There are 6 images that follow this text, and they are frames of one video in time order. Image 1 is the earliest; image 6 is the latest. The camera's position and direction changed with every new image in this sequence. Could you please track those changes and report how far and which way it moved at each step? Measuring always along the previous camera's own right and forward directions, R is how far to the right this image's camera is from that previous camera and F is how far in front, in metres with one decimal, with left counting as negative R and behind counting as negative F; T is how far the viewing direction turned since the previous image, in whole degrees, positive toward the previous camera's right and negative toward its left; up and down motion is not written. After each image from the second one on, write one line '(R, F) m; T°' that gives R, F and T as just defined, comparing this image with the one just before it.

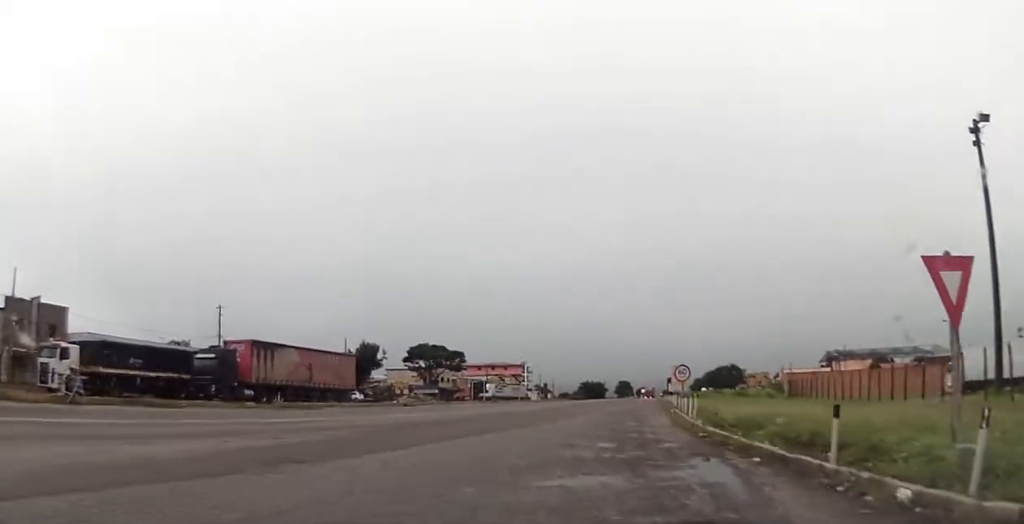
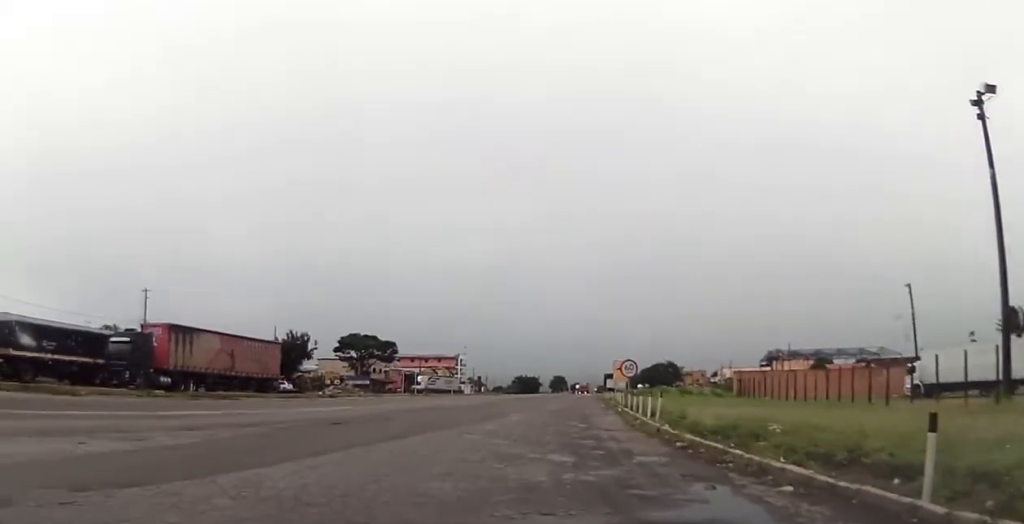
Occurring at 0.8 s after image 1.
(+0.3, +3.2) m; +8°
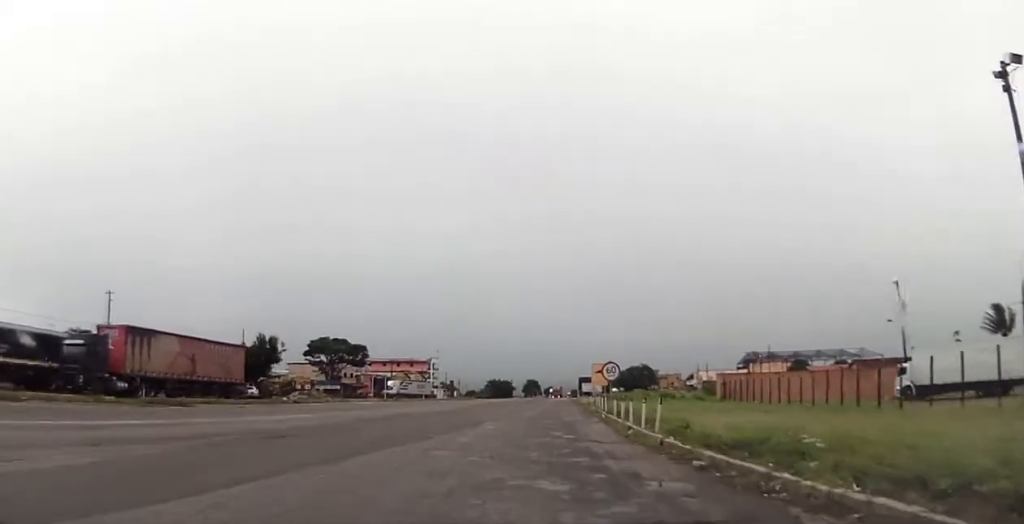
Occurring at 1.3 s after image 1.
(+0.2, +2.4) m; +6°
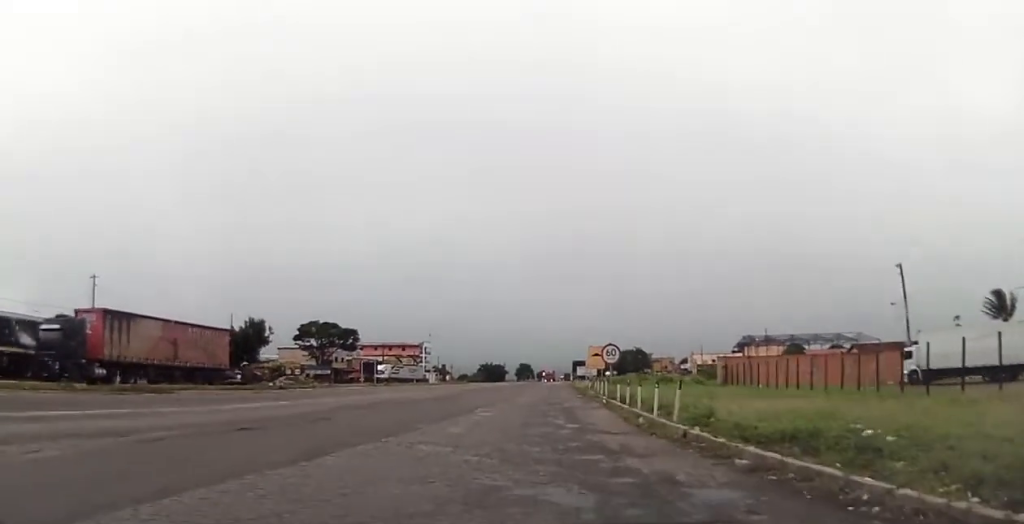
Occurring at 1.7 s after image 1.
(0.0, +1.7) m; +4°
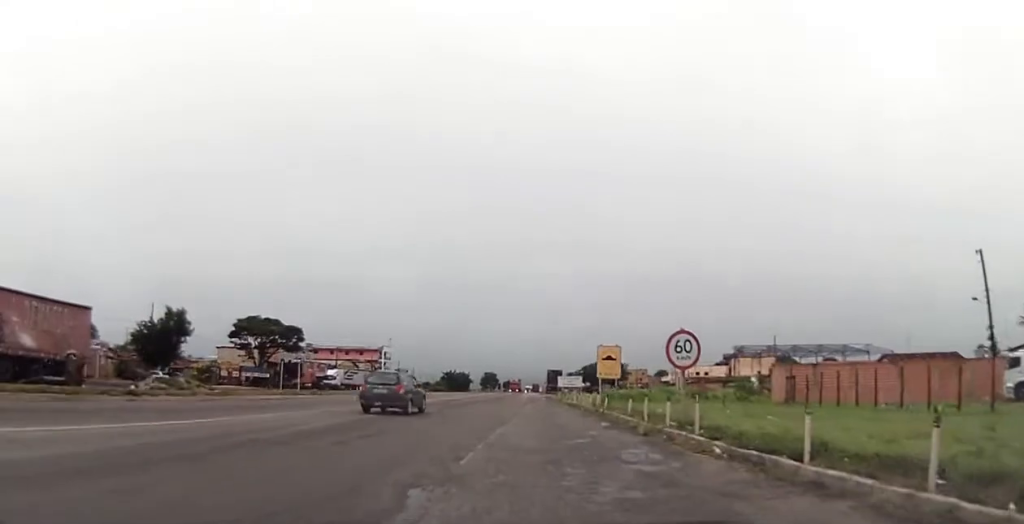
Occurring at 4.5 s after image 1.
(+0.6, +14.5) m; +6°
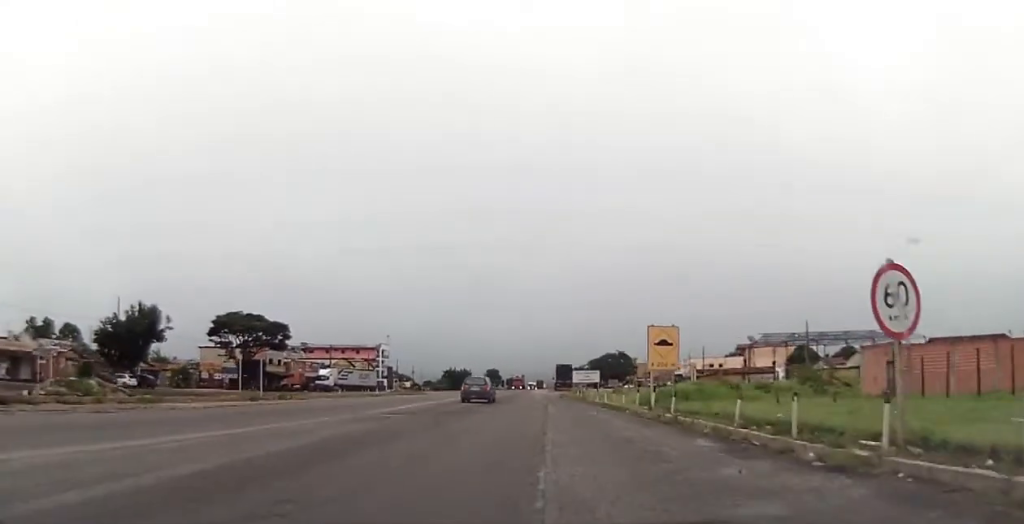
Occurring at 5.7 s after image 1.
(+0.2, +8.4) m; -1°
